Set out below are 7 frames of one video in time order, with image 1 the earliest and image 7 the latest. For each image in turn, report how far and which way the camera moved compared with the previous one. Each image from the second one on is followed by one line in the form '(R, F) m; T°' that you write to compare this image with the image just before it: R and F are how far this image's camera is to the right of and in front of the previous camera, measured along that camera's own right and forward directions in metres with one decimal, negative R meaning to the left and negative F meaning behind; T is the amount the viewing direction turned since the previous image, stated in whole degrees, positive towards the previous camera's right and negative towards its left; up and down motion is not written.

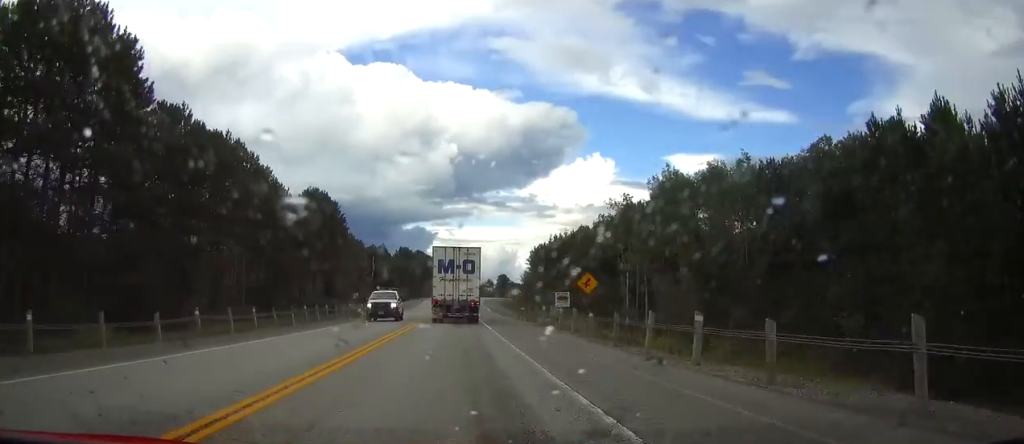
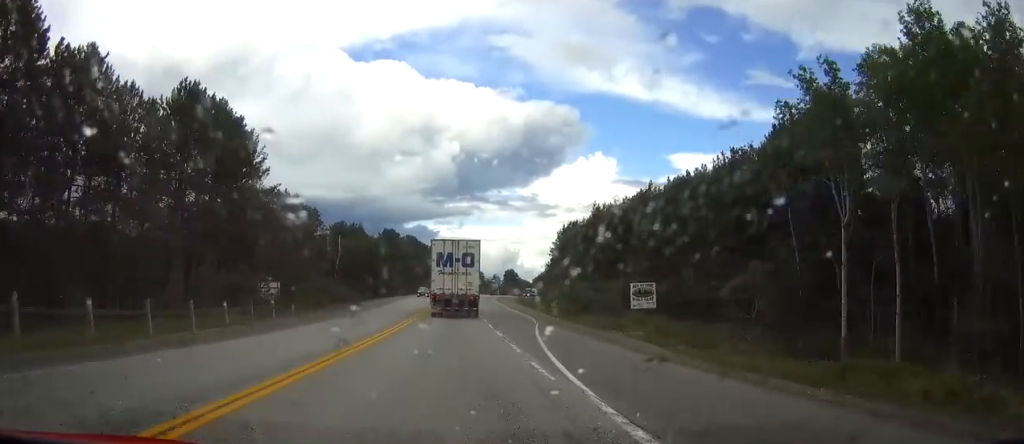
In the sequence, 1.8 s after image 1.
(0.0, +51.1) m; 0°
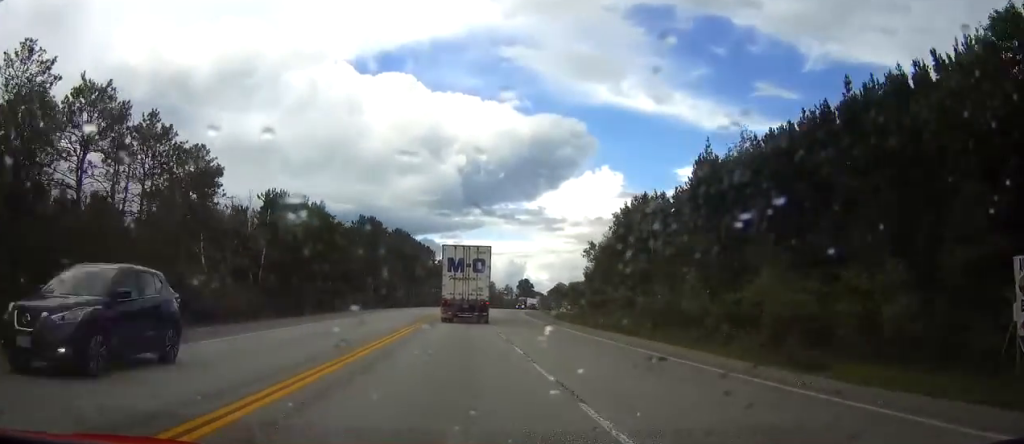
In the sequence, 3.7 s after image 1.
(0.0, +50.7) m; 0°
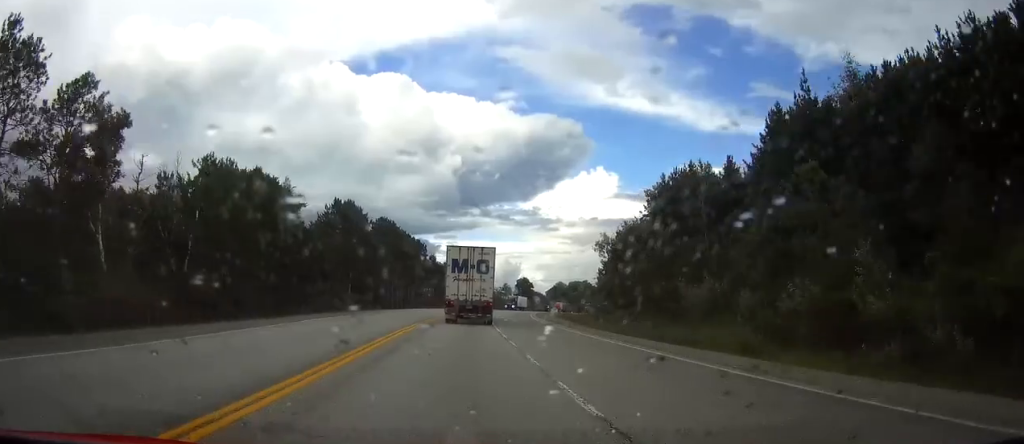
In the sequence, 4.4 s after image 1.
(0.0, +20.2) m; 0°
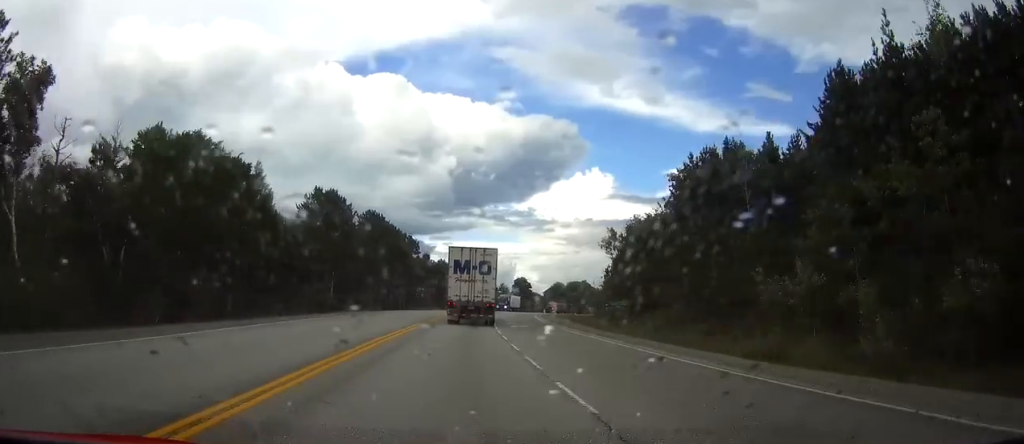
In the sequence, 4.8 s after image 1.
(0.0, +11.0) m; 0°
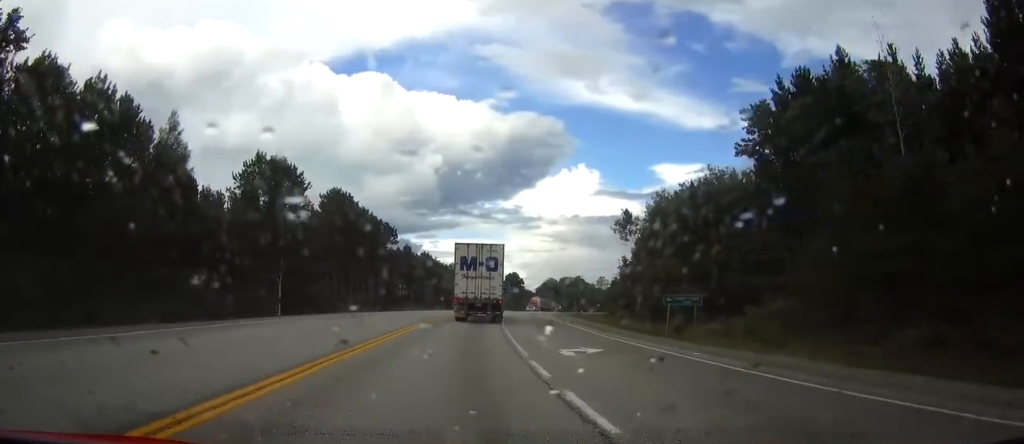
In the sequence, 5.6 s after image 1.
(0.0, +21.9) m; +1°
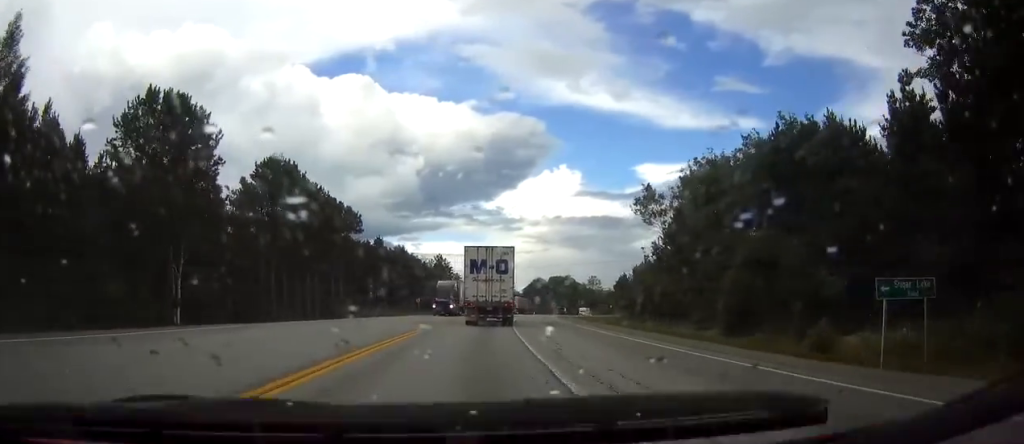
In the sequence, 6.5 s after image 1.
(+0.5, +23.6) m; +2°
